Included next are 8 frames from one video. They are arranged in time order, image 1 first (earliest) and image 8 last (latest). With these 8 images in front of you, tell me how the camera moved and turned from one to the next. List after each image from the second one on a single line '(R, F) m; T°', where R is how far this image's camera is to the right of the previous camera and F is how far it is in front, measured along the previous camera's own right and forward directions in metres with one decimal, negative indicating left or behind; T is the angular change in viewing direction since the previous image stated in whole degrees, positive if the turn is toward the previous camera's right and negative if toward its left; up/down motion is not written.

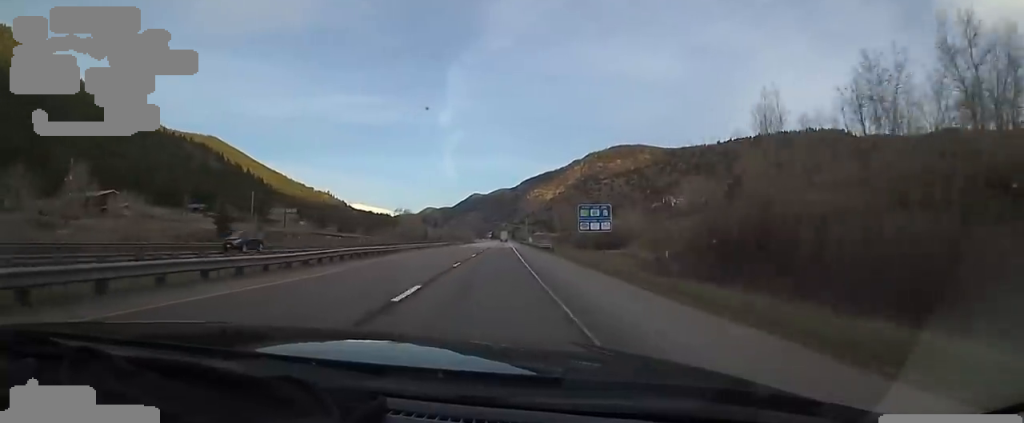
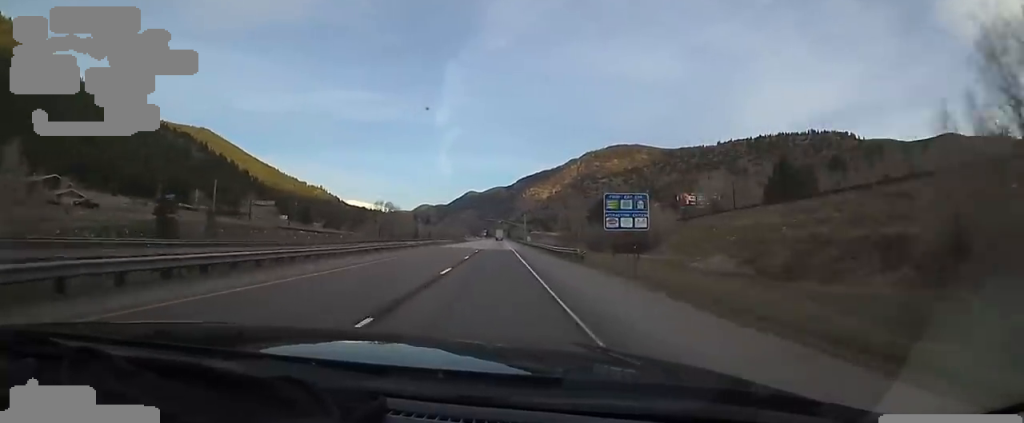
(+0.6, +18.5) m; +2°
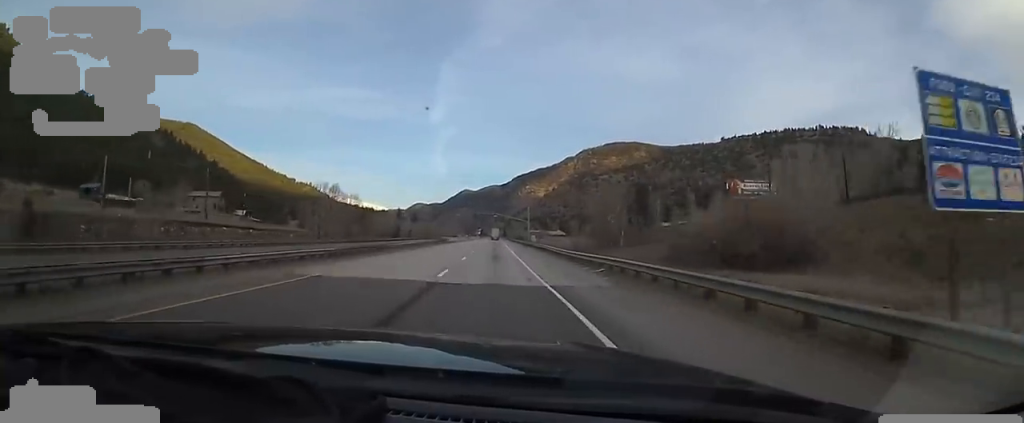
(+1.5, +40.2) m; -1°
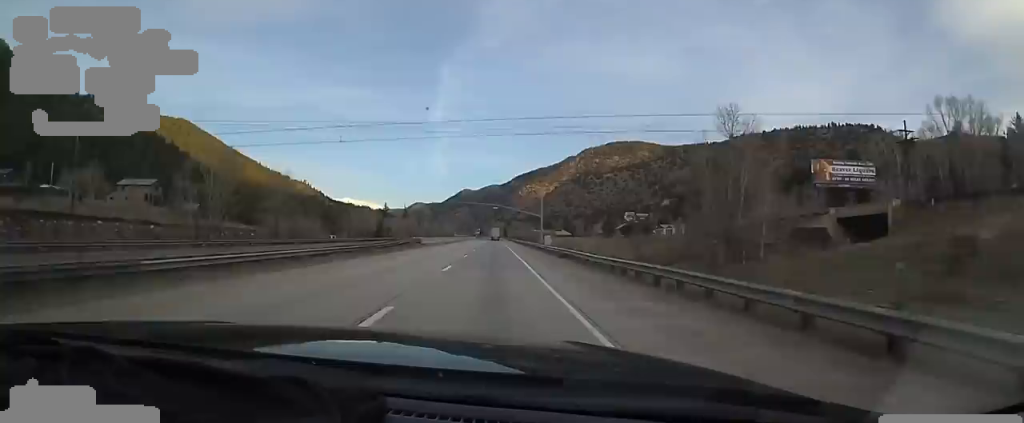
(-2.4, +36.8) m; 0°
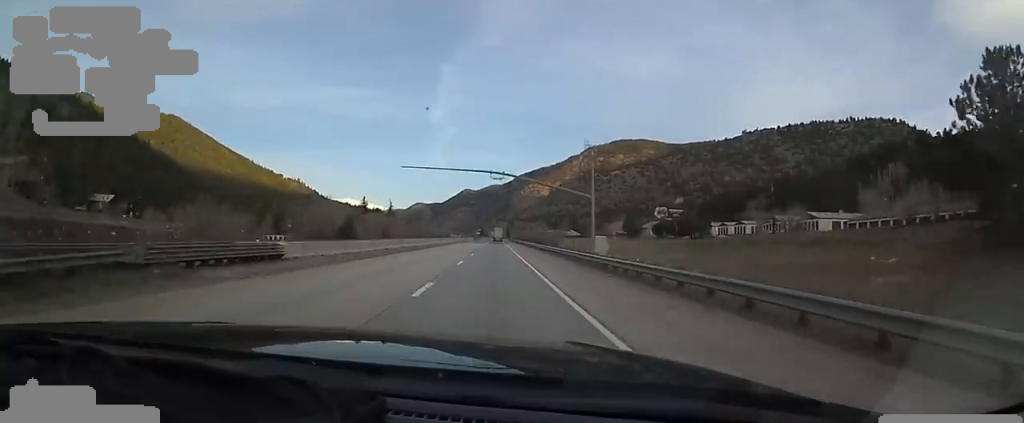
(+2.7, +40.3) m; +2°
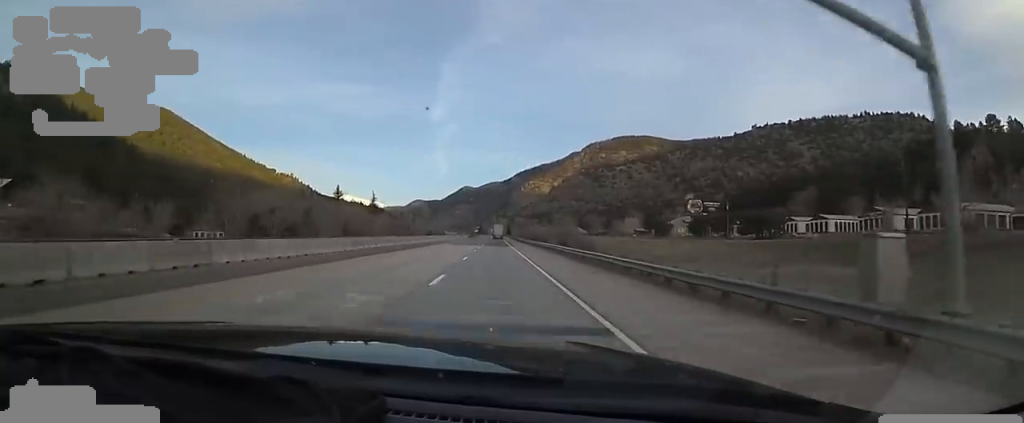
(-0.9, +32.0) m; -2°
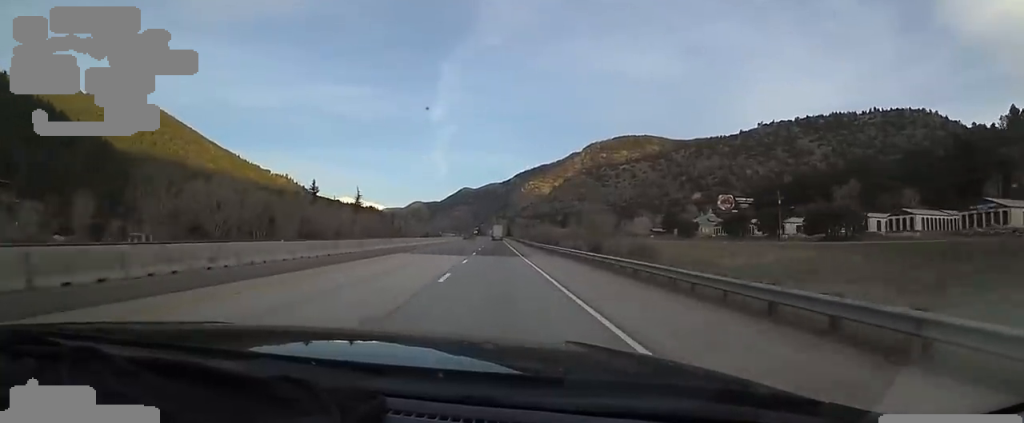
(0.0, +21.8) m; +1°
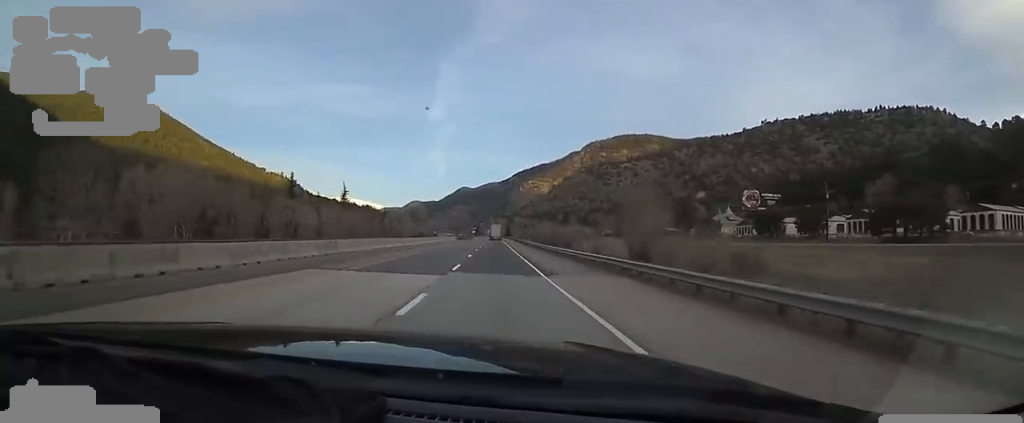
(-0.3, +15.2) m; +1°
